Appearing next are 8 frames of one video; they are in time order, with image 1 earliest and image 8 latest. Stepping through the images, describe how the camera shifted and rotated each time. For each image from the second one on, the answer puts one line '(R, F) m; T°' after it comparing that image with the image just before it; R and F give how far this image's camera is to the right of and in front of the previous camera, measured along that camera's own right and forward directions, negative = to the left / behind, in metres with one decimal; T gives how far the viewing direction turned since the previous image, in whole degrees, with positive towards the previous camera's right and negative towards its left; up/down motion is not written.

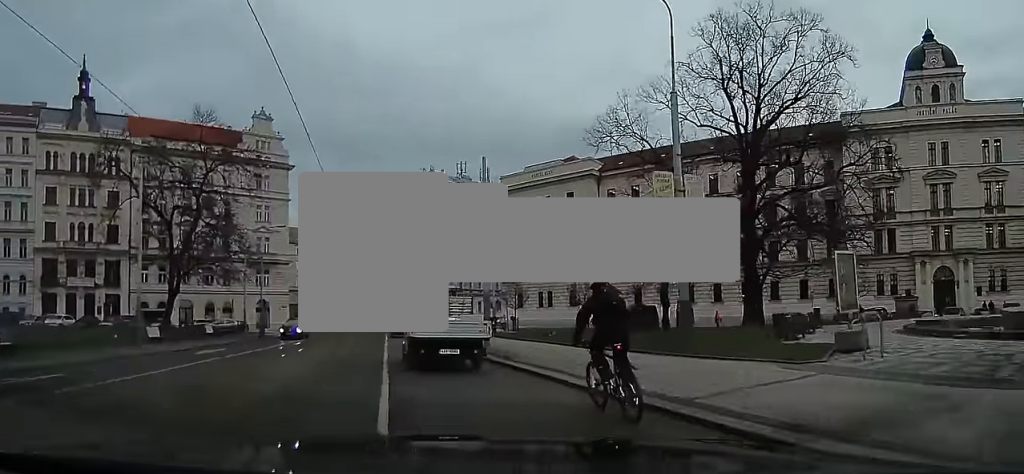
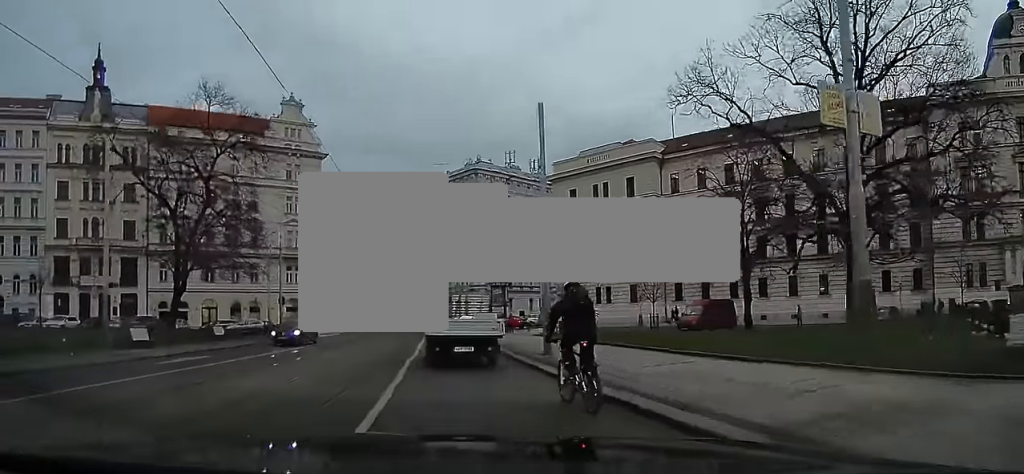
(-0.1, +6.1) m; -4°
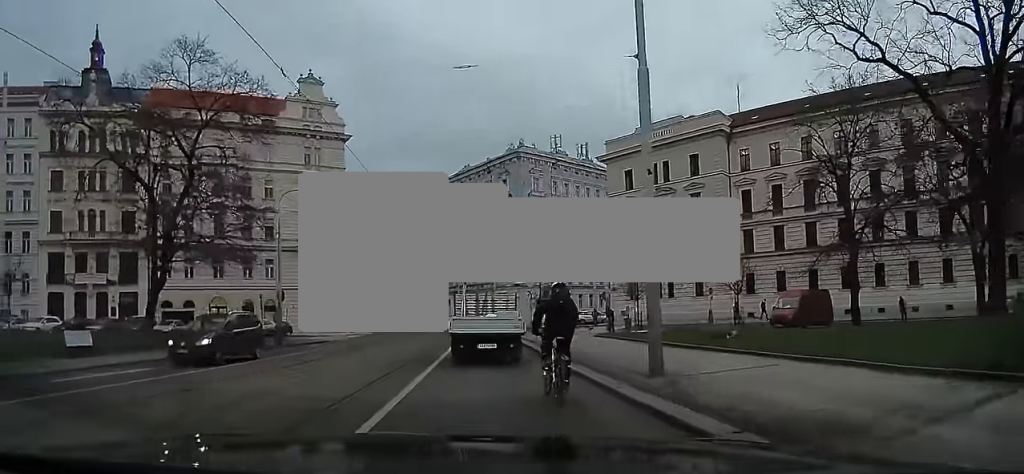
(-0.4, +8.0) m; -3°
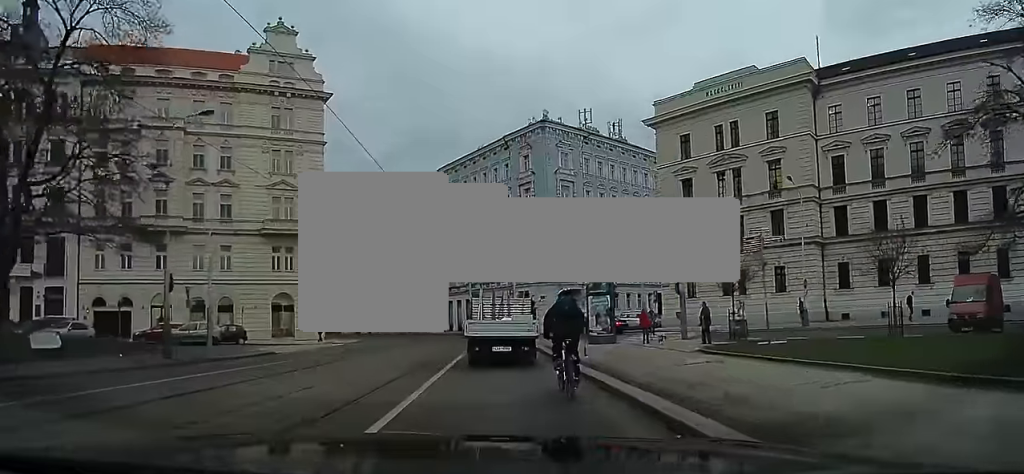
(0.0, +12.6) m; -7°
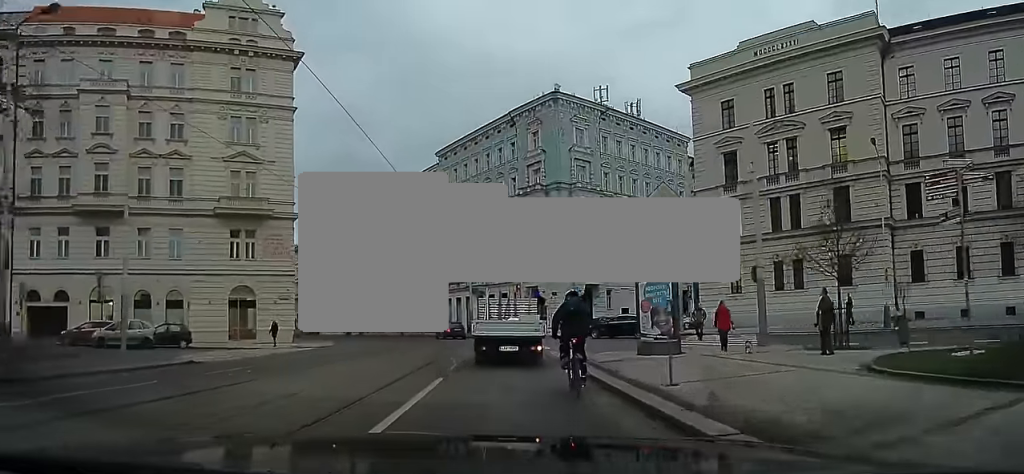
(-1.2, +8.0) m; -5°
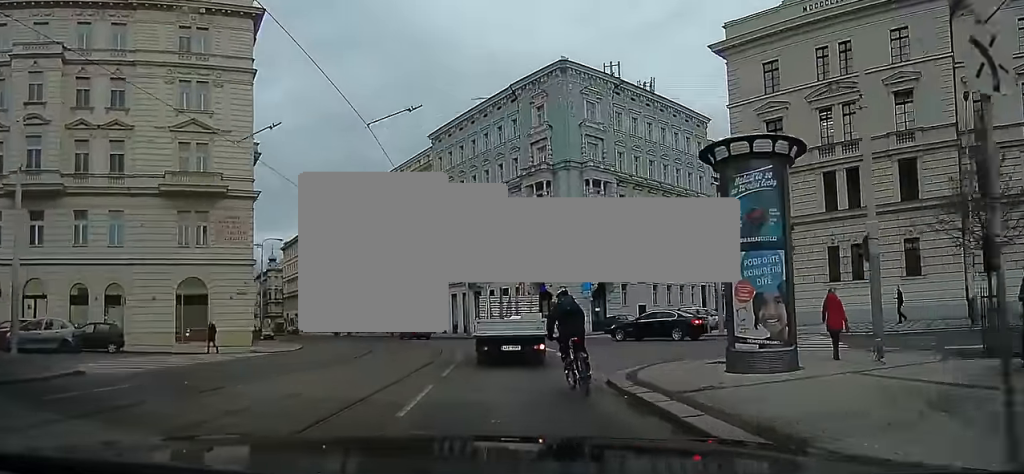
(+0.5, +6.6) m; +3°
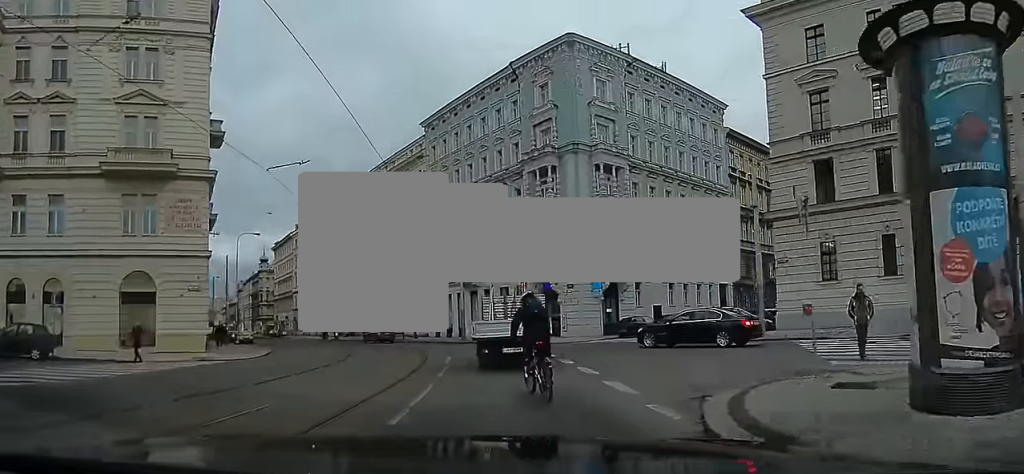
(+0.1, +5.2) m; -1°
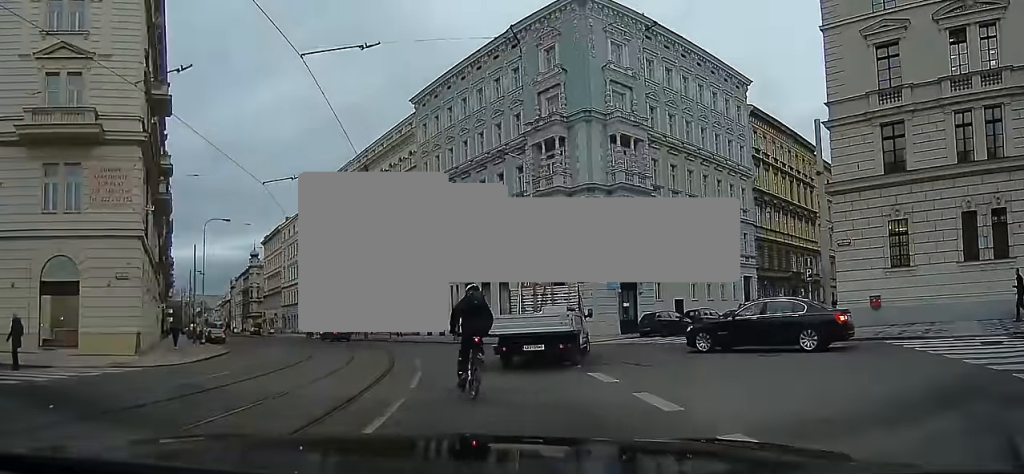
(0.0, +5.9) m; -2°
